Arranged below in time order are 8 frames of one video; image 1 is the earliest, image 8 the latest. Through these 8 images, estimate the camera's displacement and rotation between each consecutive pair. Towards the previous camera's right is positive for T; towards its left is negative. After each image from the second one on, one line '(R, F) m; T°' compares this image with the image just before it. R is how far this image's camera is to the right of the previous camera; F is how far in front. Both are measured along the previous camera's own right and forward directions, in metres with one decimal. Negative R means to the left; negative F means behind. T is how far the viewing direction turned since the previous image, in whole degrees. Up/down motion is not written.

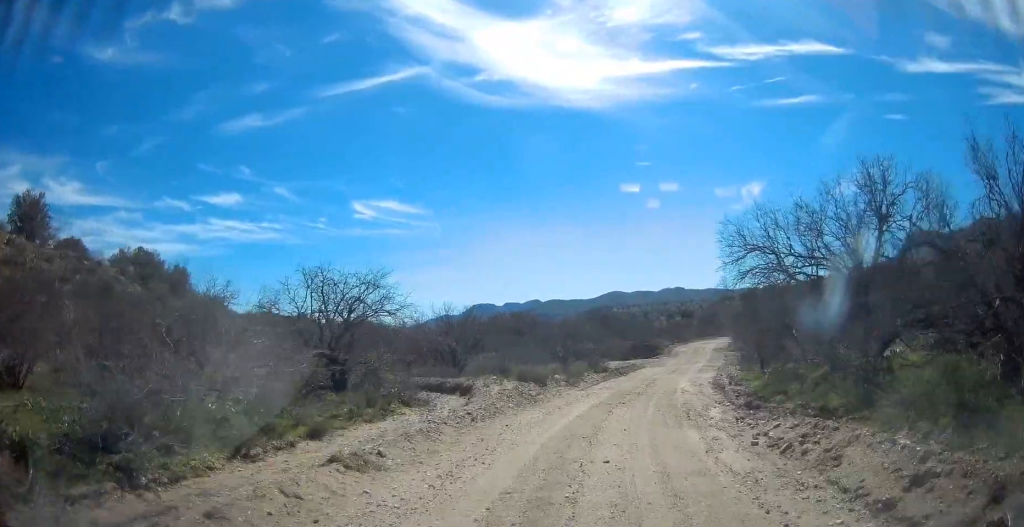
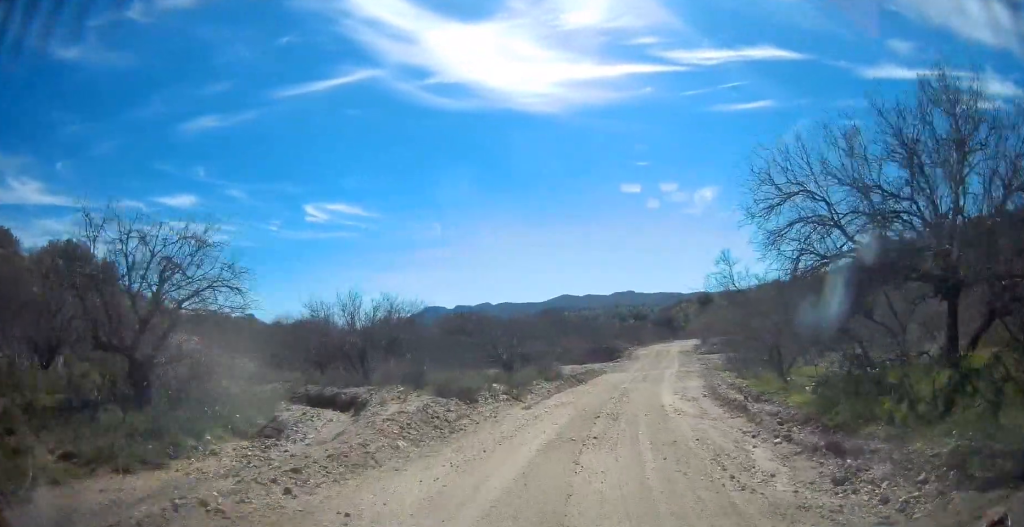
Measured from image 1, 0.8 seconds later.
(+0.6, +6.3) m; +5°
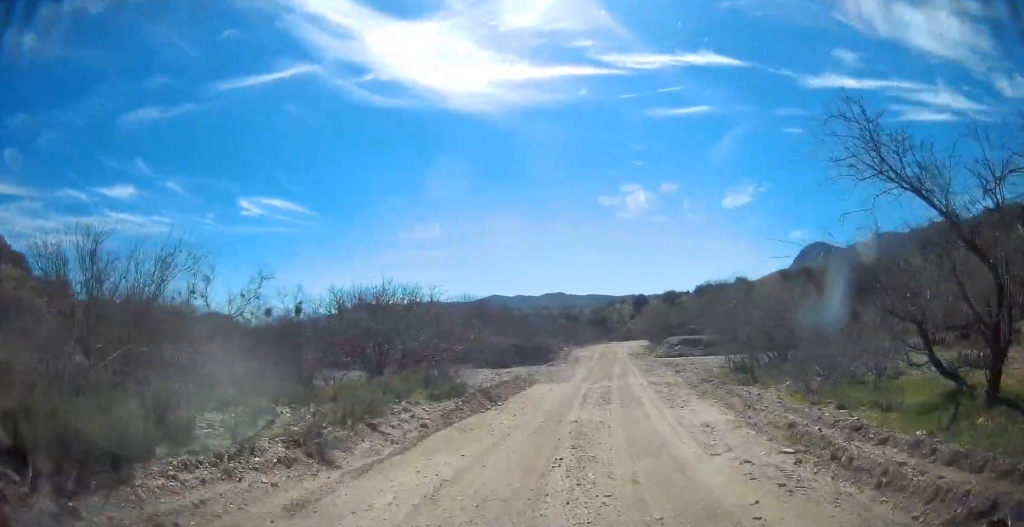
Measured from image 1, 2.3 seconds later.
(+0.3, +10.7) m; +3°
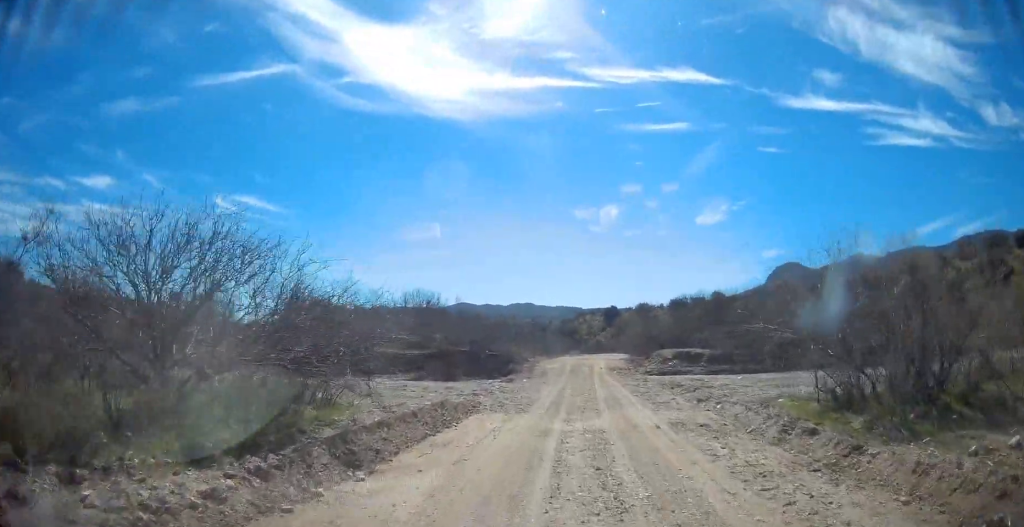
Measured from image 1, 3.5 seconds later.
(+0.4, +8.7) m; +6°
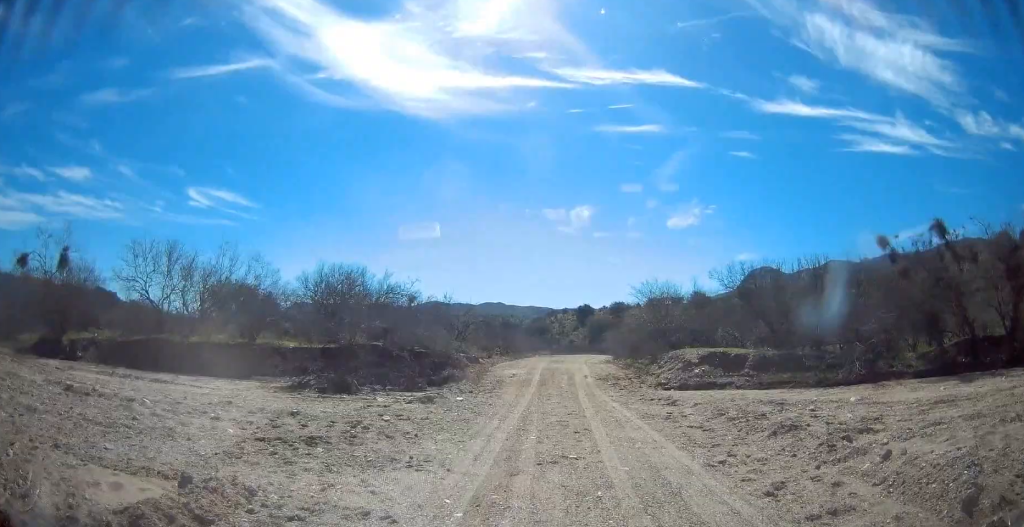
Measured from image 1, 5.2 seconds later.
(+0.6, +12.0) m; +2°
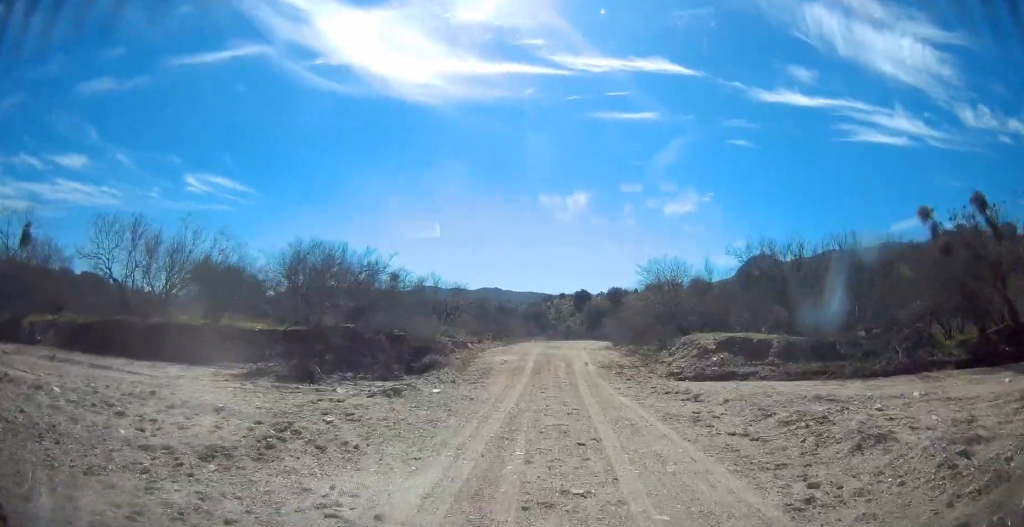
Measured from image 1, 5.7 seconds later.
(0.0, +2.8) m; 0°
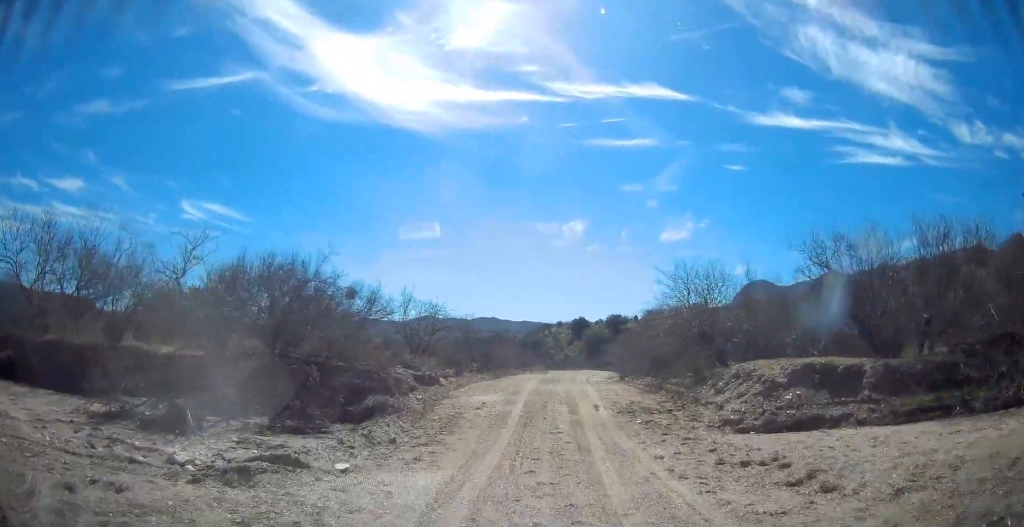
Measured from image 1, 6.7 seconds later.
(0.0, +6.1) m; -1°
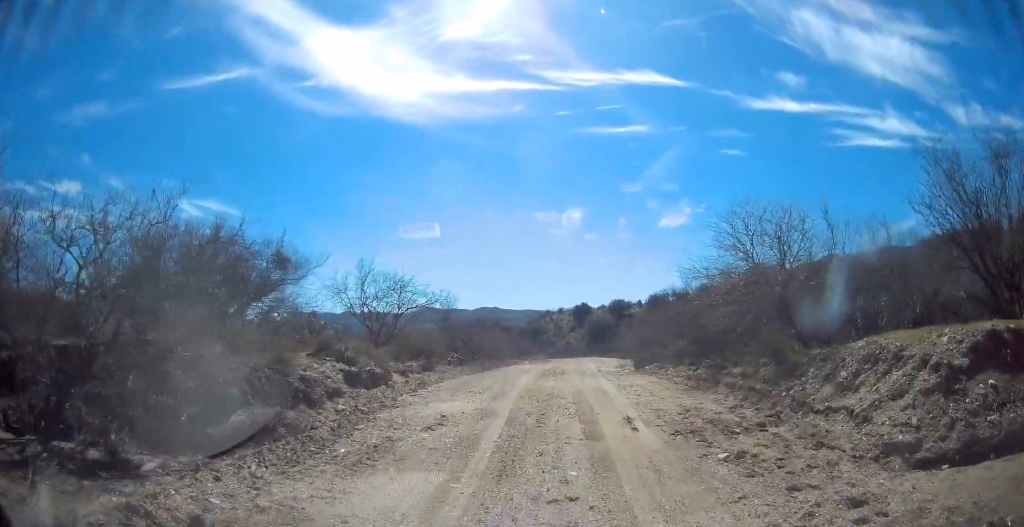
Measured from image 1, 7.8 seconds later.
(0.0, +6.4) m; +5°
